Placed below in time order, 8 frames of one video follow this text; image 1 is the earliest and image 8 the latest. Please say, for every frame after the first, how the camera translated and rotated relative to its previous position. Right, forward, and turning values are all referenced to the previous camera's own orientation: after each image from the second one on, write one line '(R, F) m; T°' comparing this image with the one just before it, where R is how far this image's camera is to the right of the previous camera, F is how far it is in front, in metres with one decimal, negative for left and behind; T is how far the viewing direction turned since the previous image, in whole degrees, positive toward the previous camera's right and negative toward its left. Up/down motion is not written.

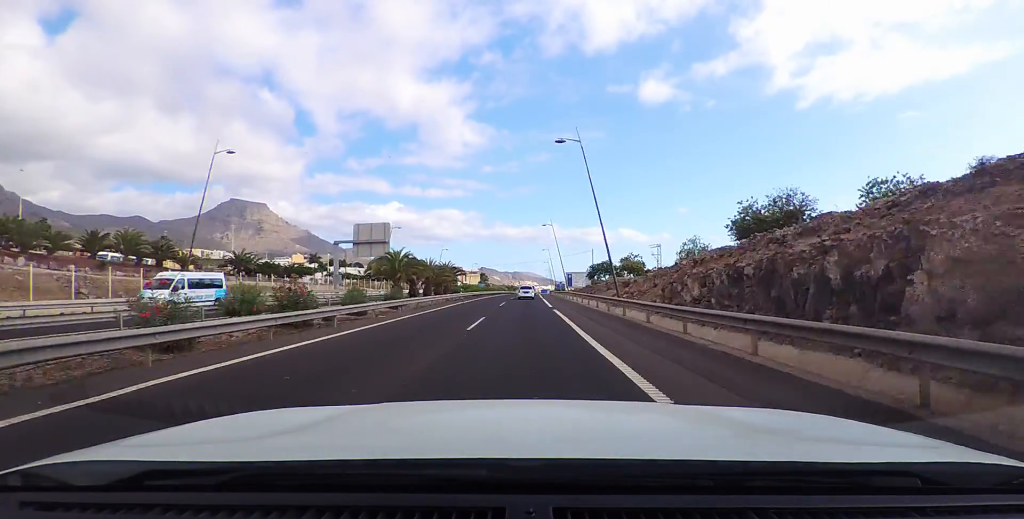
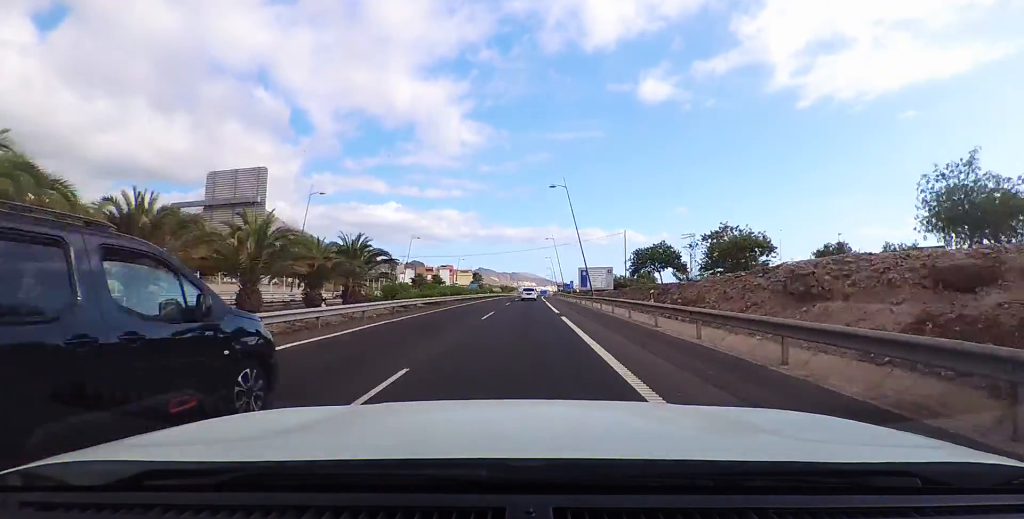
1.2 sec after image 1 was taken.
(+0.4, +29.2) m; 0°
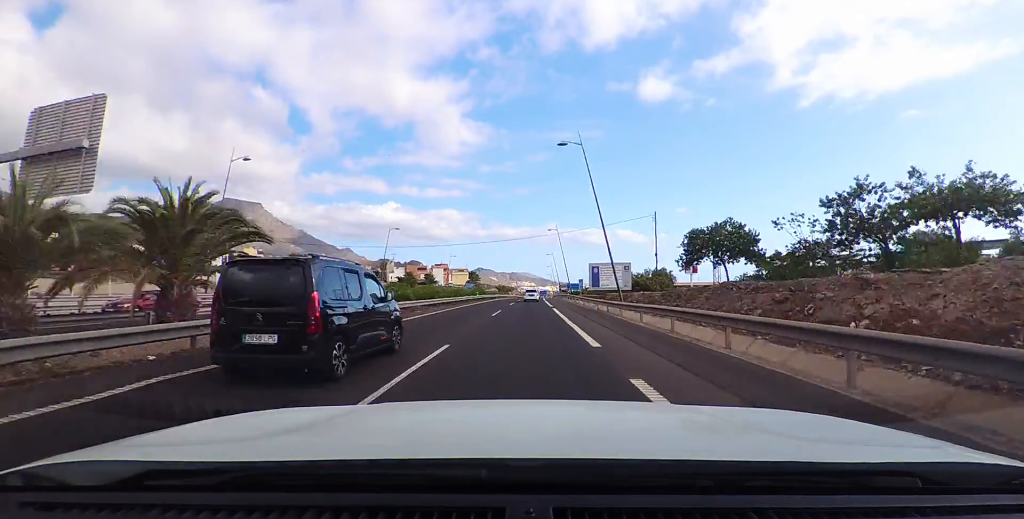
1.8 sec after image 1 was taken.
(+0.1, +13.6) m; 0°
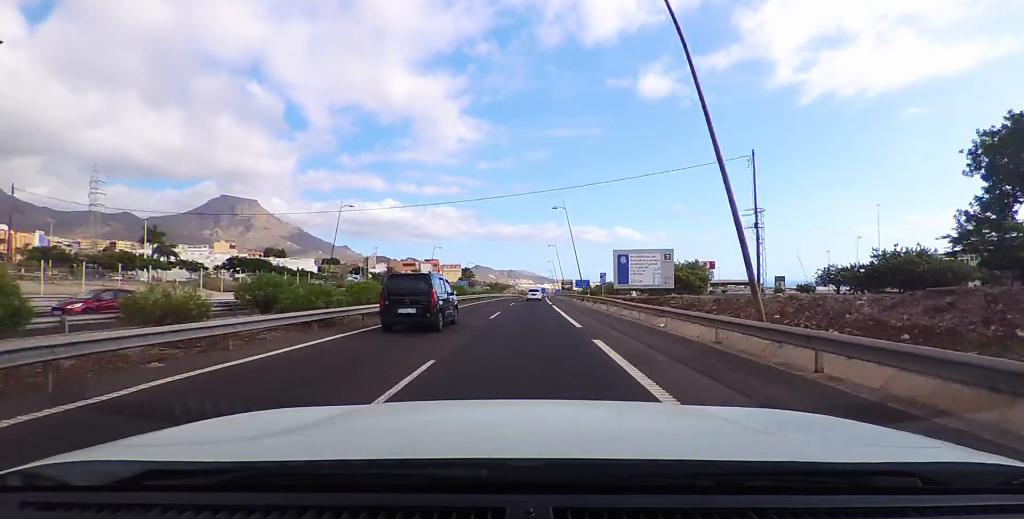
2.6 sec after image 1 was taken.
(-0.5, +18.8) m; 0°
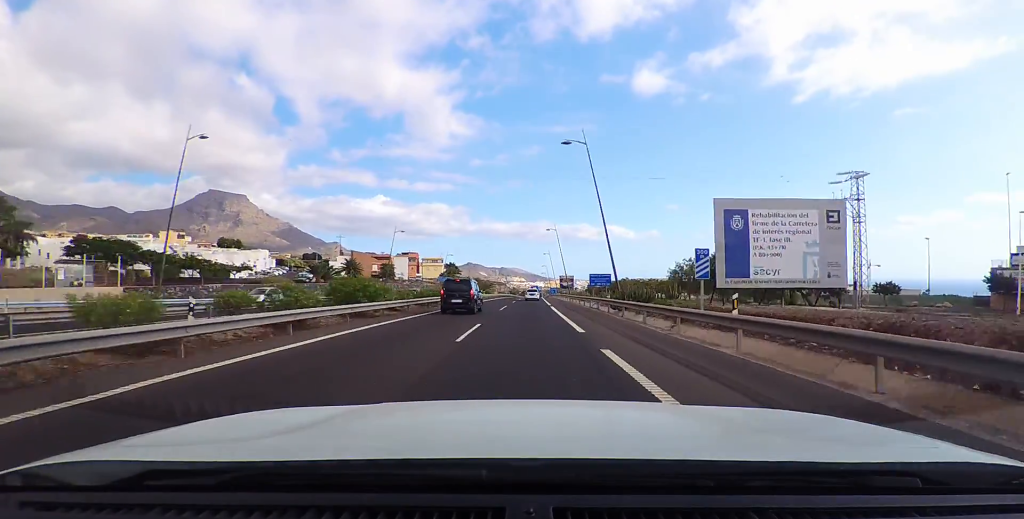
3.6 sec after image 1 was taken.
(+0.6, +24.7) m; +3°
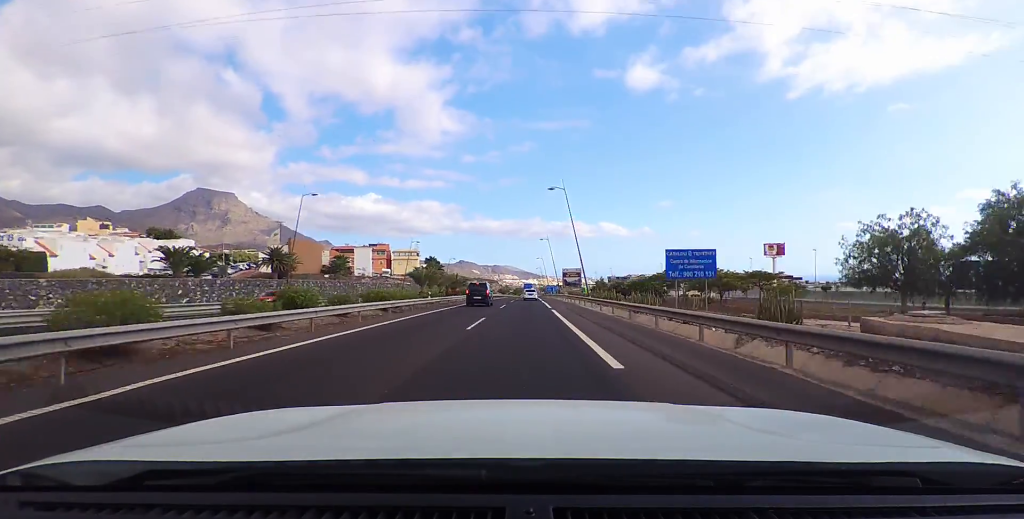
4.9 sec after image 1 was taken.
(+0.2, +30.2) m; -1°
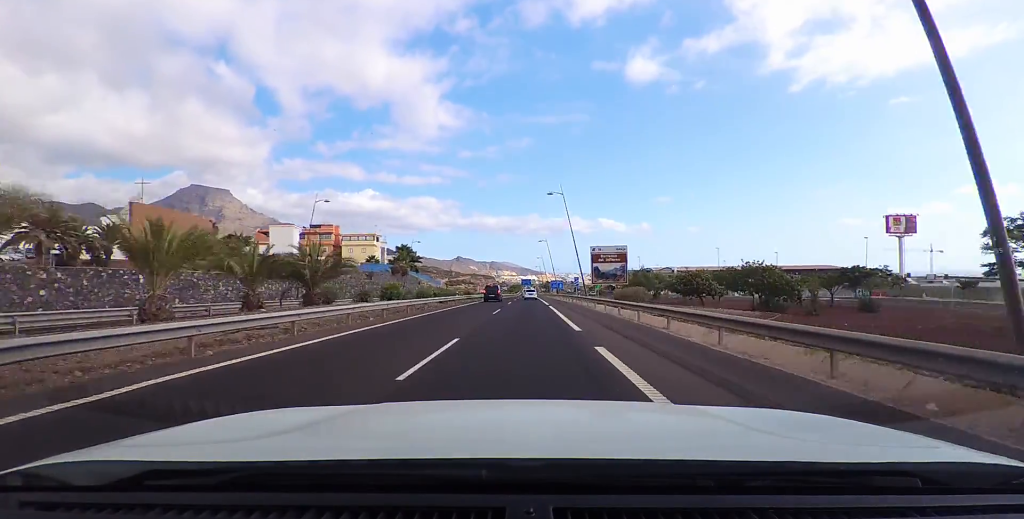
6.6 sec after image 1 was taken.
(-0.4, +41.3) m; 0°
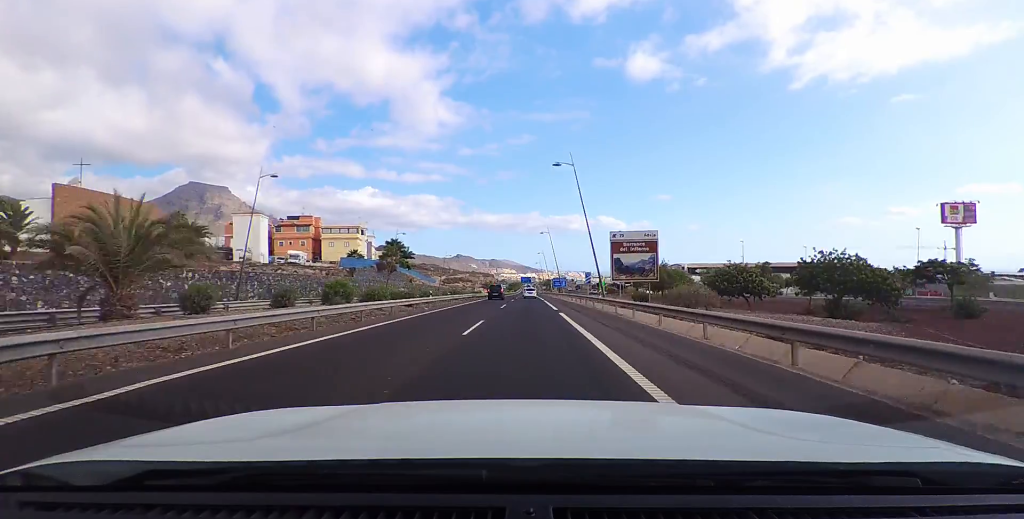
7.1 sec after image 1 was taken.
(-0.1, +10.9) m; +1°
